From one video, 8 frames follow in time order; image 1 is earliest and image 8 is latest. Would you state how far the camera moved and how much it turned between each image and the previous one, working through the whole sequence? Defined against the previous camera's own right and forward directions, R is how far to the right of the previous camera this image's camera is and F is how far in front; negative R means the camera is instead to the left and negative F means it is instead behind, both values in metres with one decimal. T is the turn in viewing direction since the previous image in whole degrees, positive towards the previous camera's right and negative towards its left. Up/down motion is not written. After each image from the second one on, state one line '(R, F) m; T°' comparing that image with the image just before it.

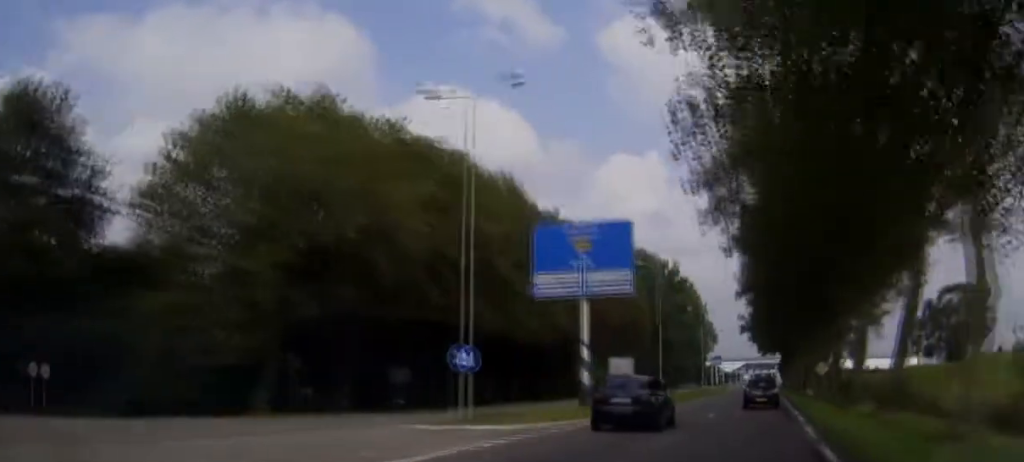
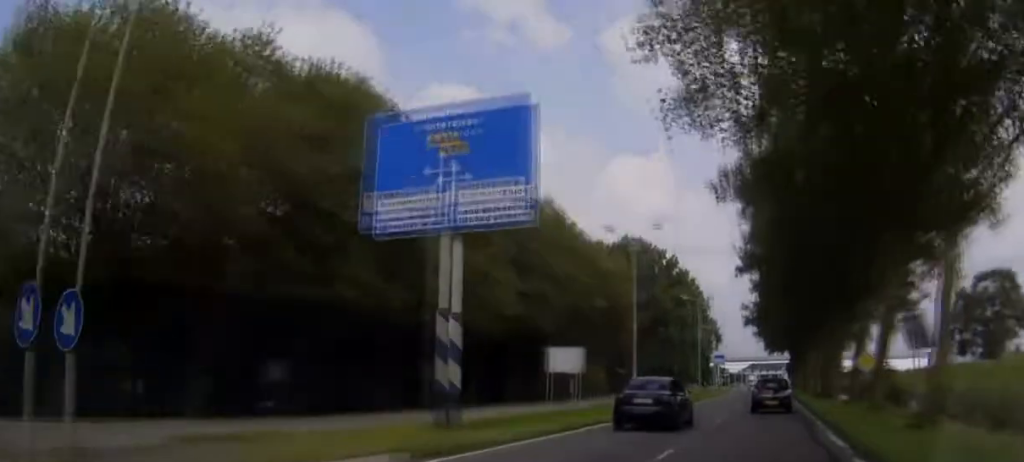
(0.0, +14.5) m; 0°
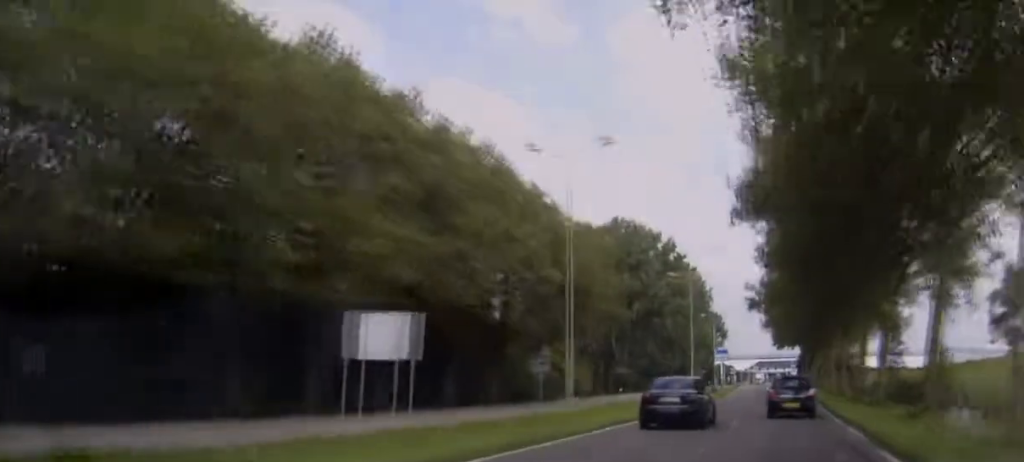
(0.0, +15.9) m; 0°
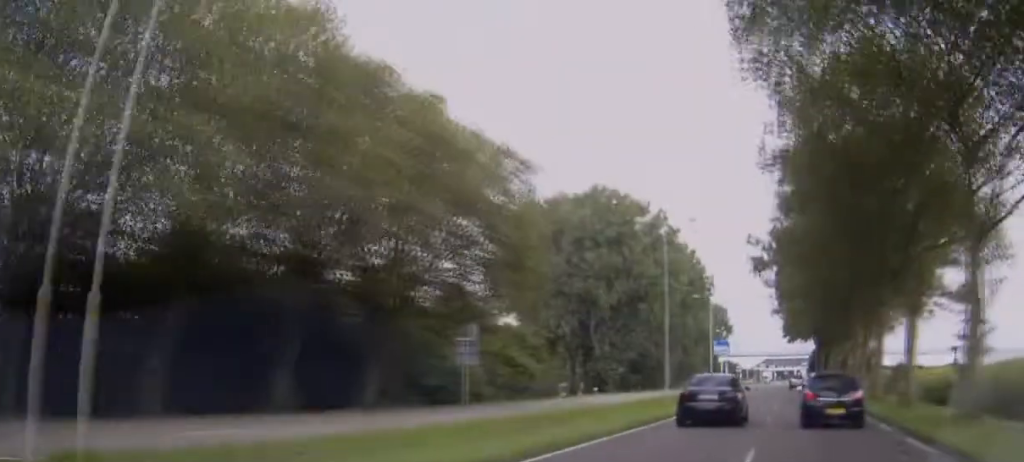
(-0.1, +21.3) m; 0°
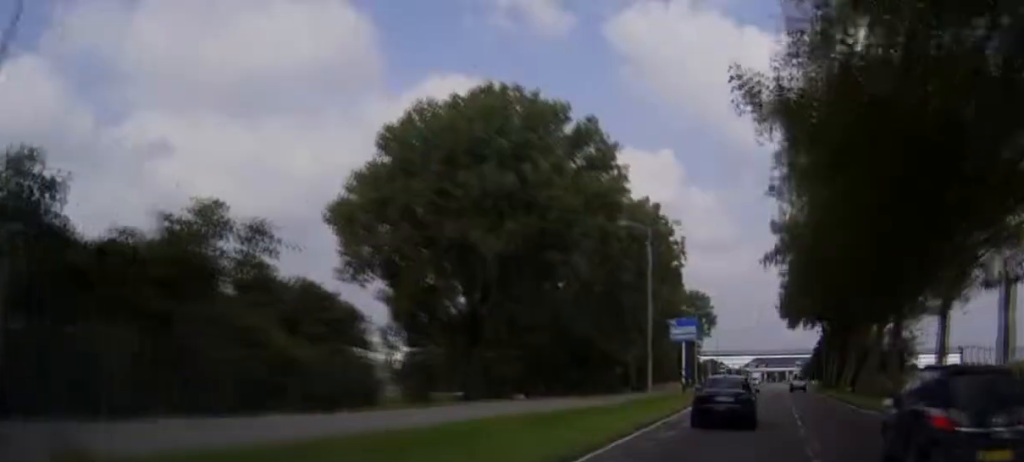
(+0.2, +38.9) m; +1°
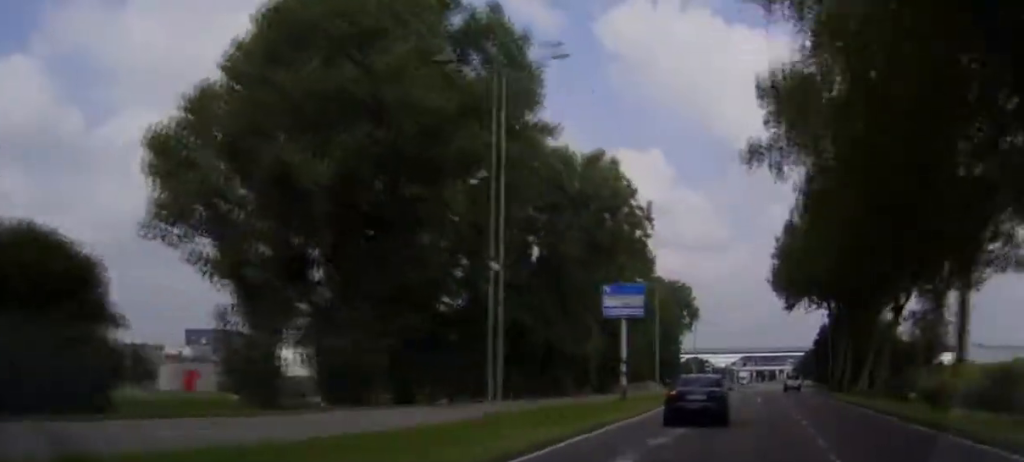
(+0.2, +23.4) m; +1°
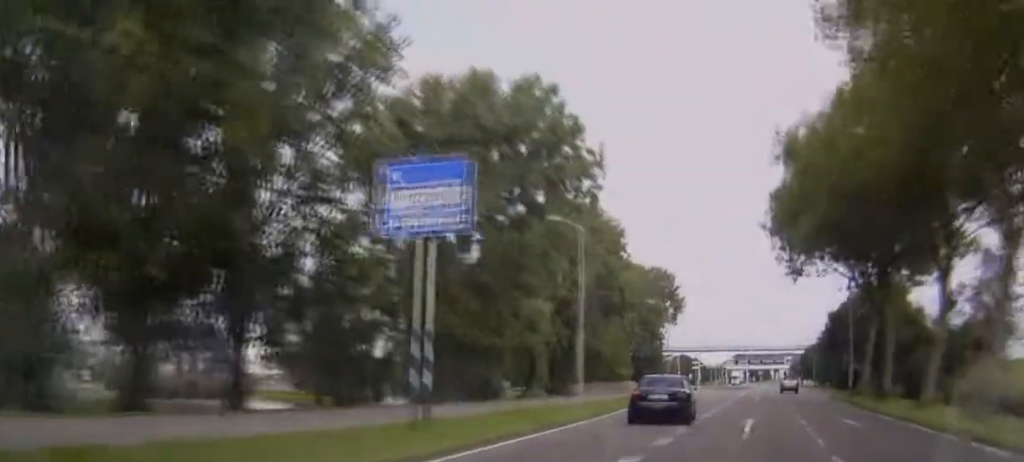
(+0.1, +23.8) m; 0°
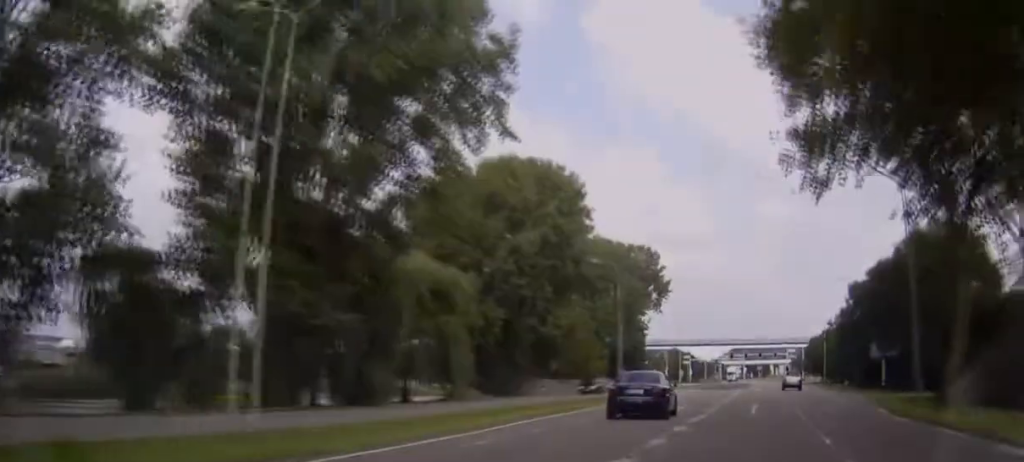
(+0.1, +24.5) m; 0°
